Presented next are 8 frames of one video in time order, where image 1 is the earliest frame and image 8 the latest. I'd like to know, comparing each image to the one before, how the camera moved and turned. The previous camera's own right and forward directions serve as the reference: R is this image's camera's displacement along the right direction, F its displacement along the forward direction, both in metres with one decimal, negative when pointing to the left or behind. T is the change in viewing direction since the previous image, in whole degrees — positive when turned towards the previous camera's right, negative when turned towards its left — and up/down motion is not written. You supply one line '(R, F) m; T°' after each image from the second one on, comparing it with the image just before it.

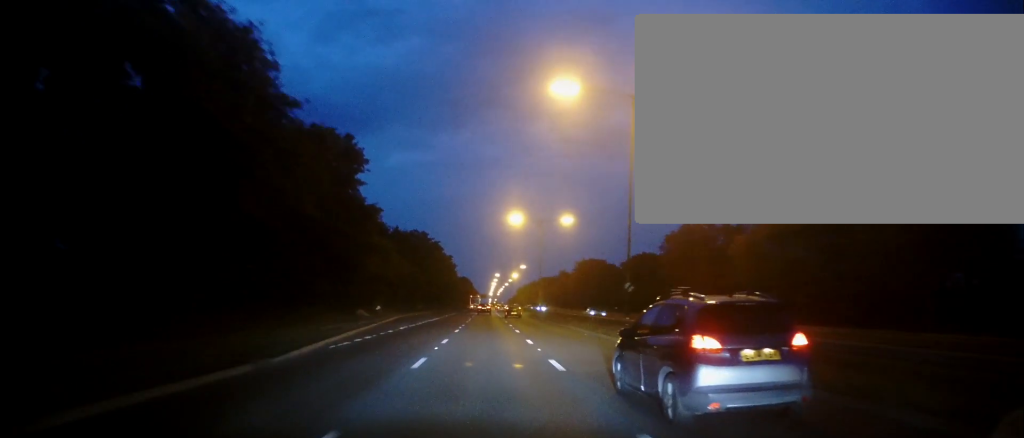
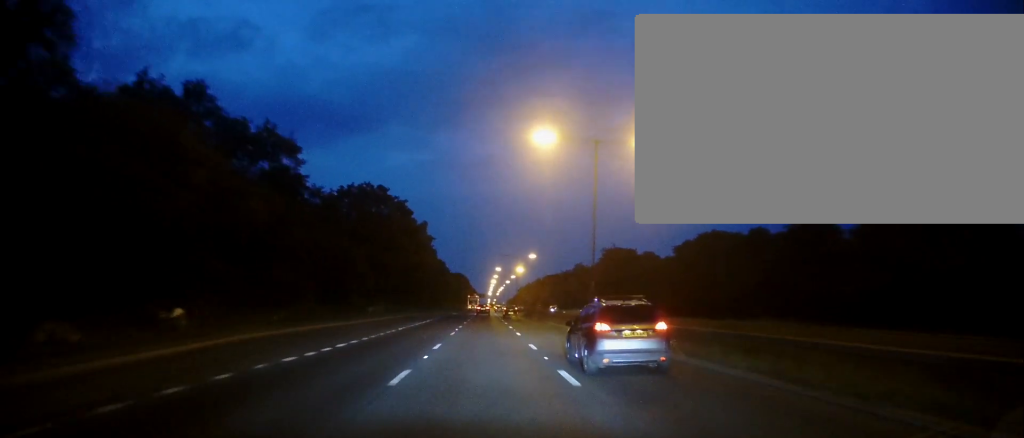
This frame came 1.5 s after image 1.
(+0.3, +38.0) m; +1°
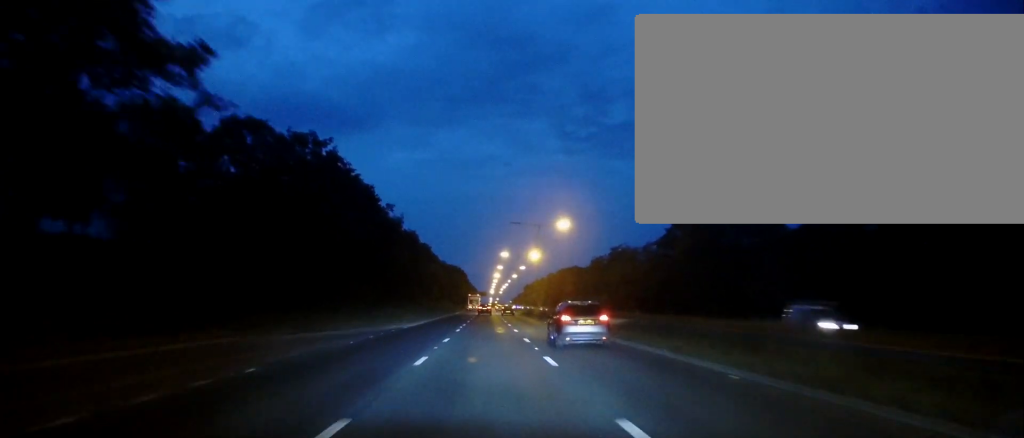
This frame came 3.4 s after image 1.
(-0.2, +50.7) m; -1°
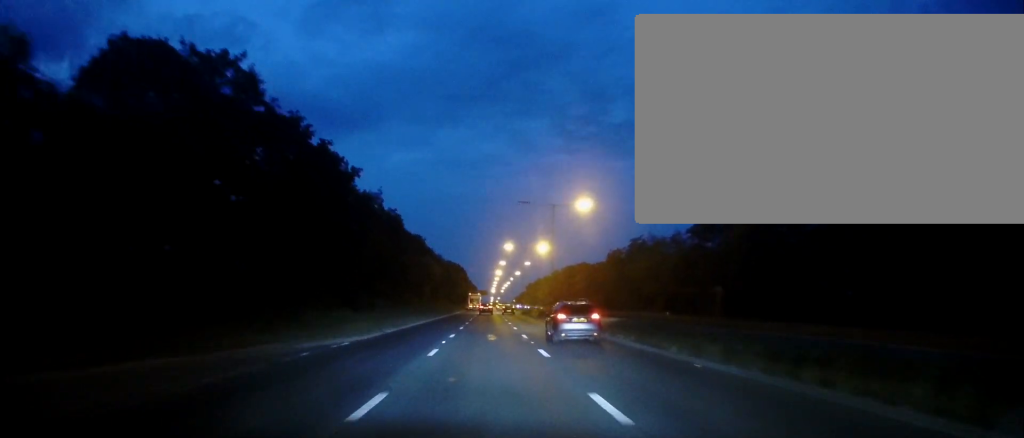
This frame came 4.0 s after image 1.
(0.0, +15.7) m; 0°
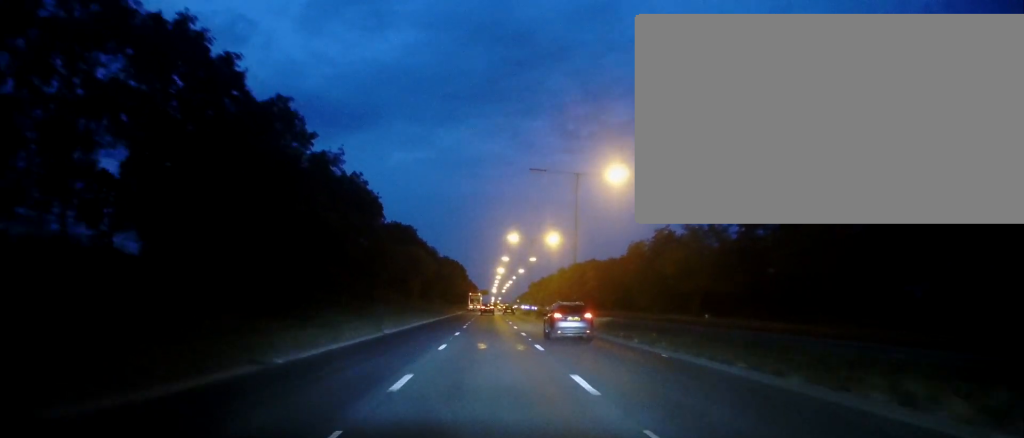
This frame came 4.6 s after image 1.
(0.0, +16.2) m; 0°
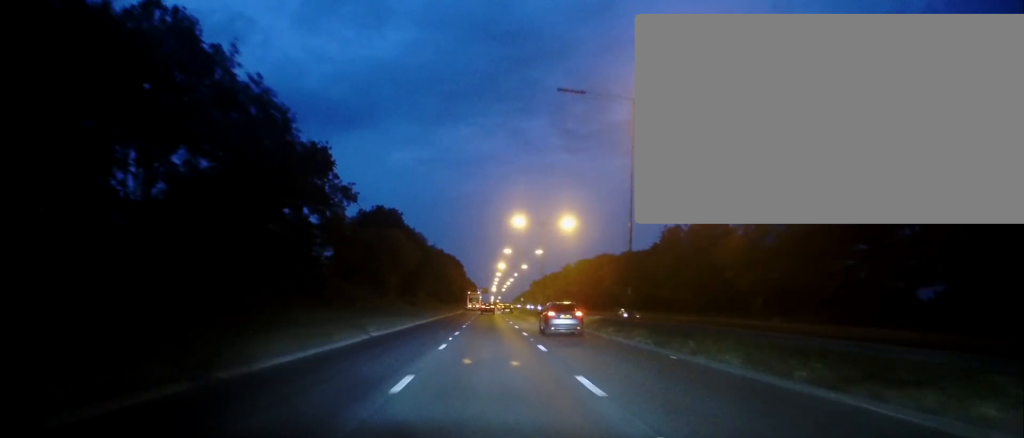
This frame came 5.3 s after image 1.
(0.0, +18.4) m; 0°
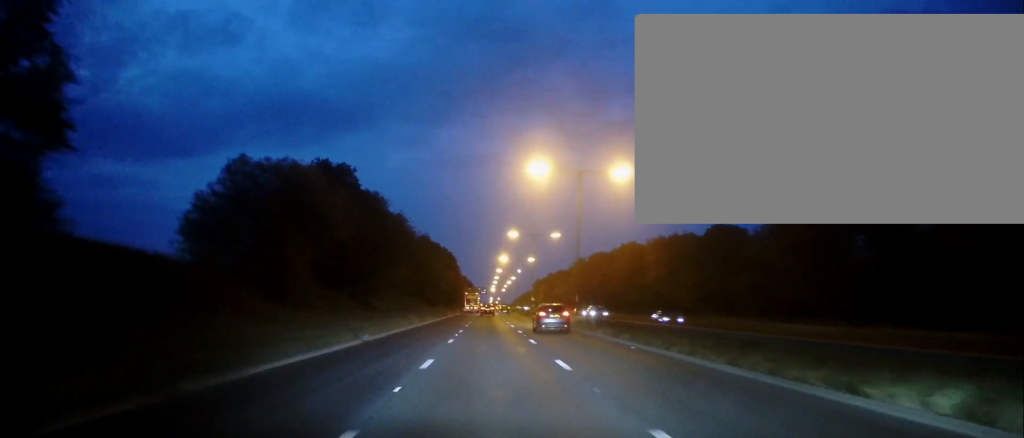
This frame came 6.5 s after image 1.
(-0.2, +31.4) m; 0°
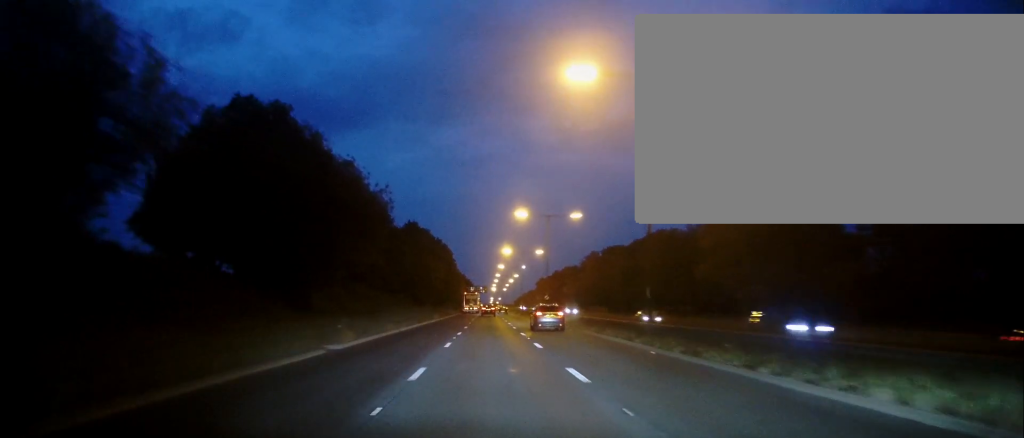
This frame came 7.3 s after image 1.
(+0.1, +19.7) m; 0°
